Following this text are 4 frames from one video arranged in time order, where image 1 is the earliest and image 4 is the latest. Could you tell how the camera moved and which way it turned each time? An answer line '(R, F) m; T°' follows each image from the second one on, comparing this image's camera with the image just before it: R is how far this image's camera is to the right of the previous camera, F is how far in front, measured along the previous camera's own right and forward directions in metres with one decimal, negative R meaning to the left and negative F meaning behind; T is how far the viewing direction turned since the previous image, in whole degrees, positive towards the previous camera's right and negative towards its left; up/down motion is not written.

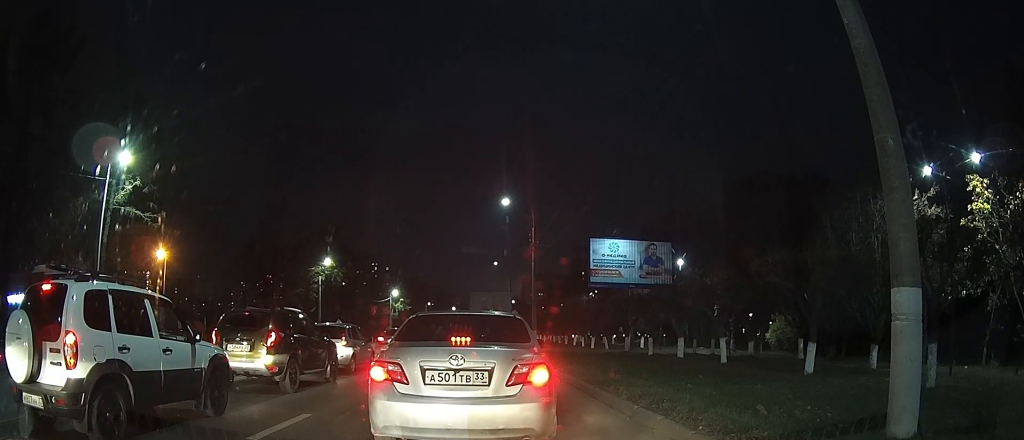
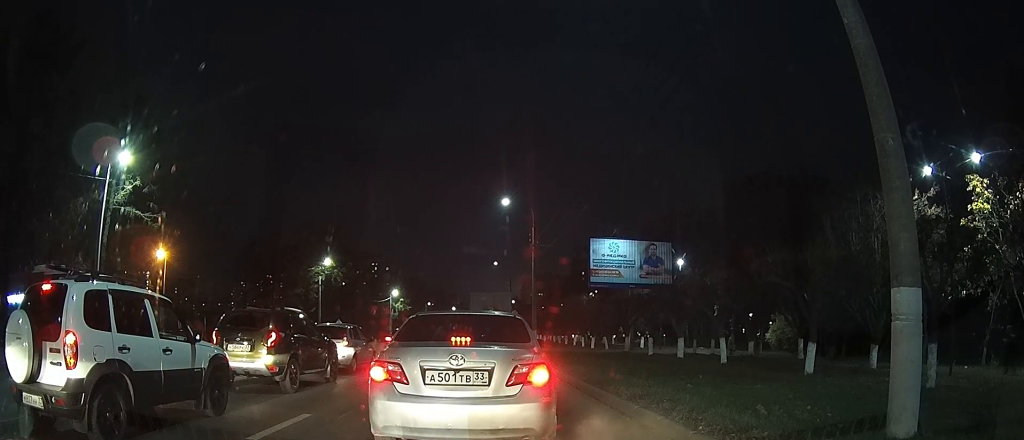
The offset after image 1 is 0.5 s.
(0.0, 0.0) m; 0°
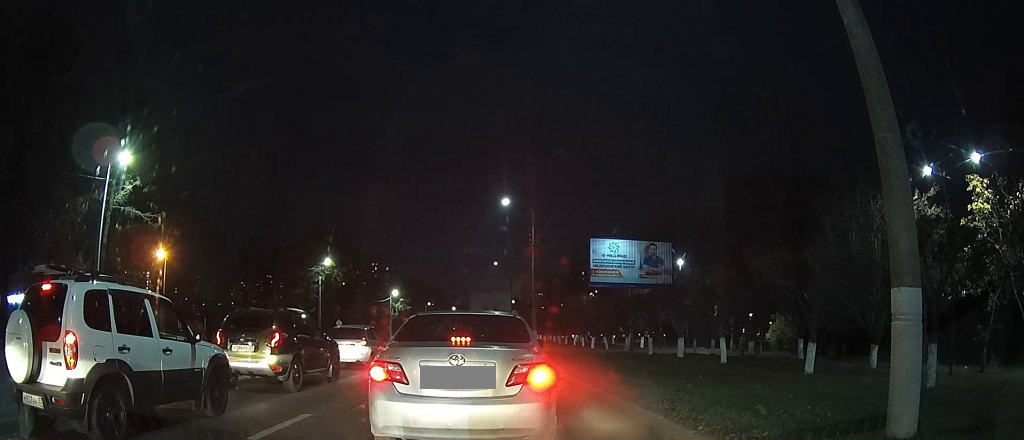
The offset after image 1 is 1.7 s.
(0.0, 0.0) m; 0°
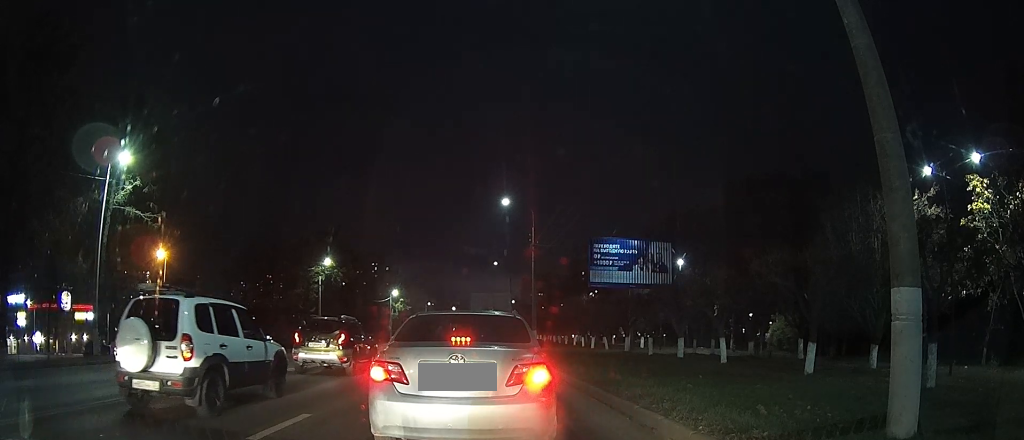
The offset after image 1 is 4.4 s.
(0.0, 0.0) m; 0°
